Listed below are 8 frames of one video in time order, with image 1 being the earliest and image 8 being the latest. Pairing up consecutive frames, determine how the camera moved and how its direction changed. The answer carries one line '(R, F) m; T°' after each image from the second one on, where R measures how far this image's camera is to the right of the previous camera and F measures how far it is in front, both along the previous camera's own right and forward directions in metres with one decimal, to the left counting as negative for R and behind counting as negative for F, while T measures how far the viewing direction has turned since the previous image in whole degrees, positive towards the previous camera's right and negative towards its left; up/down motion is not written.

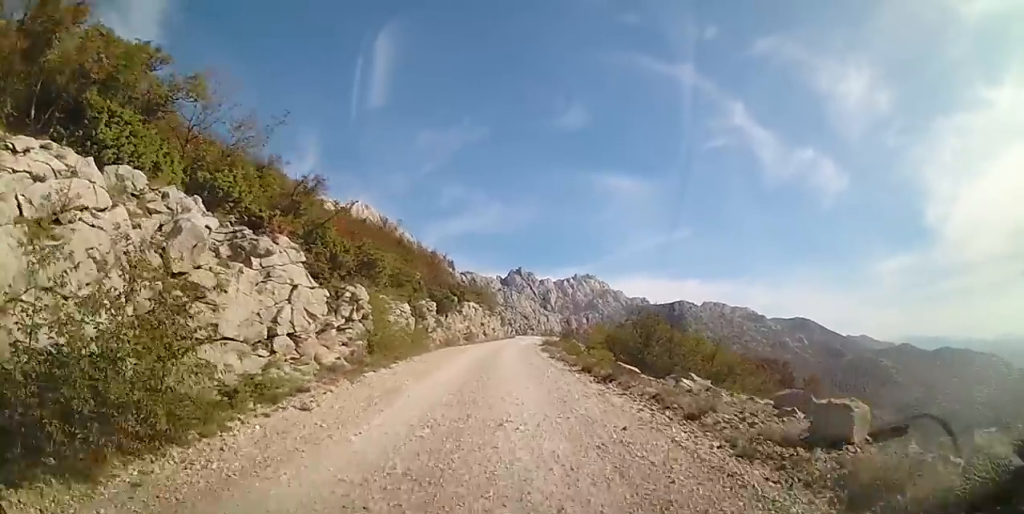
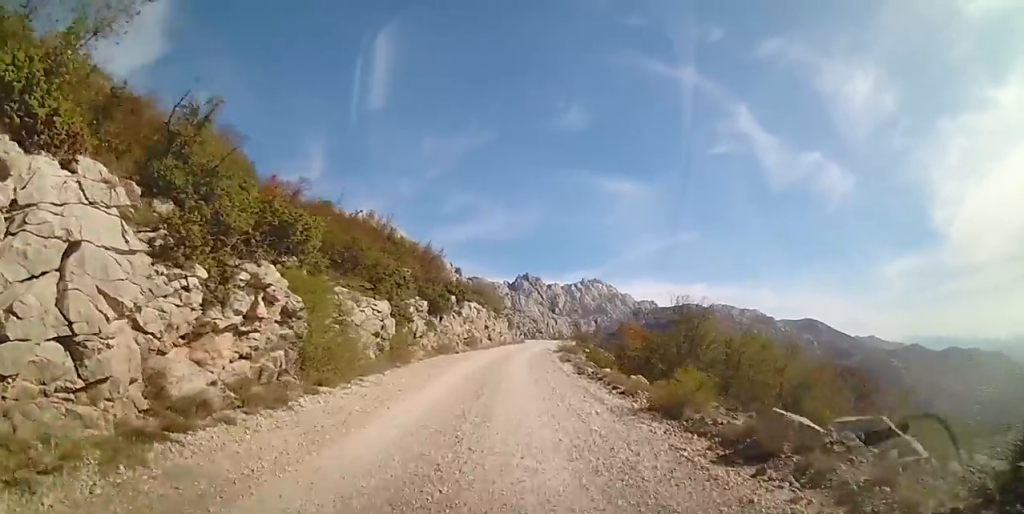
(+0.9, +7.3) m; +4°
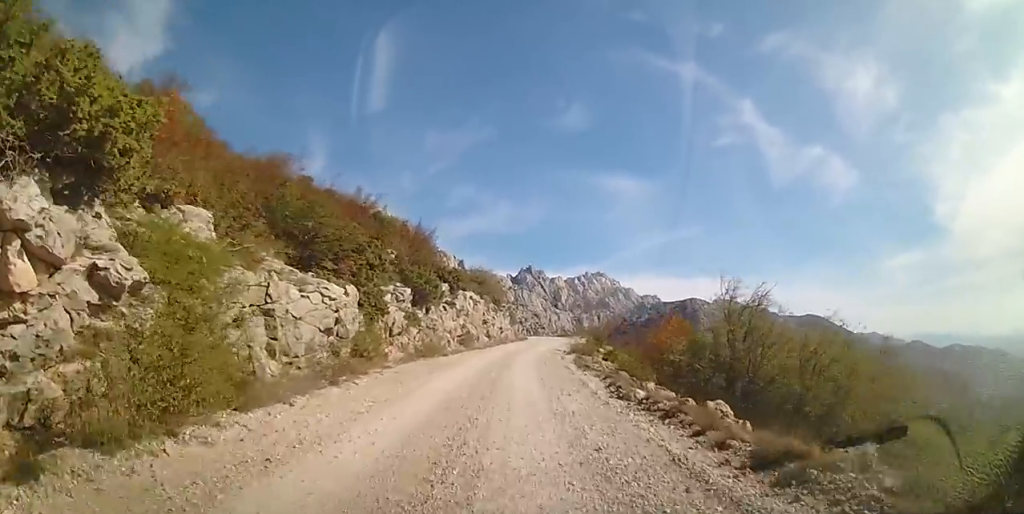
(-0.4, +6.6) m; -3°
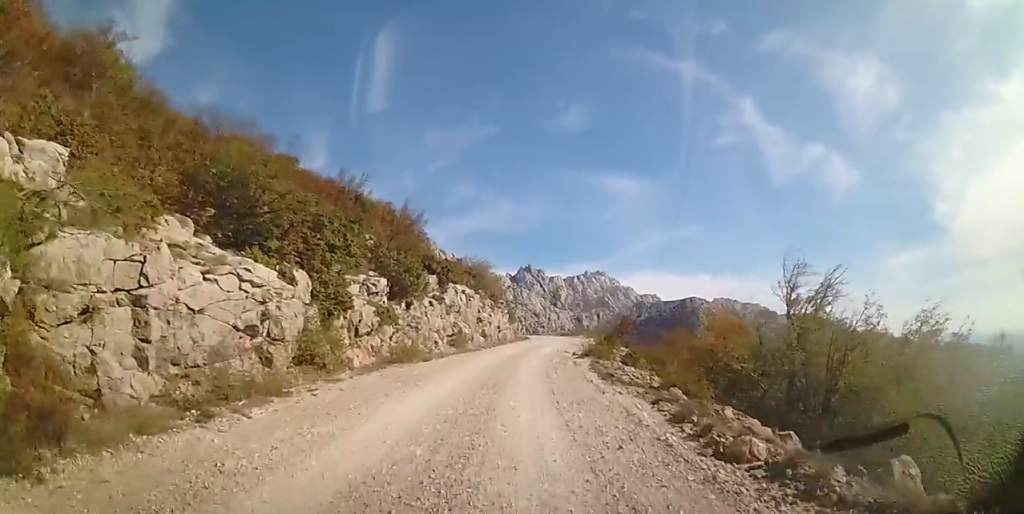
(+0.1, +5.3) m; +1°
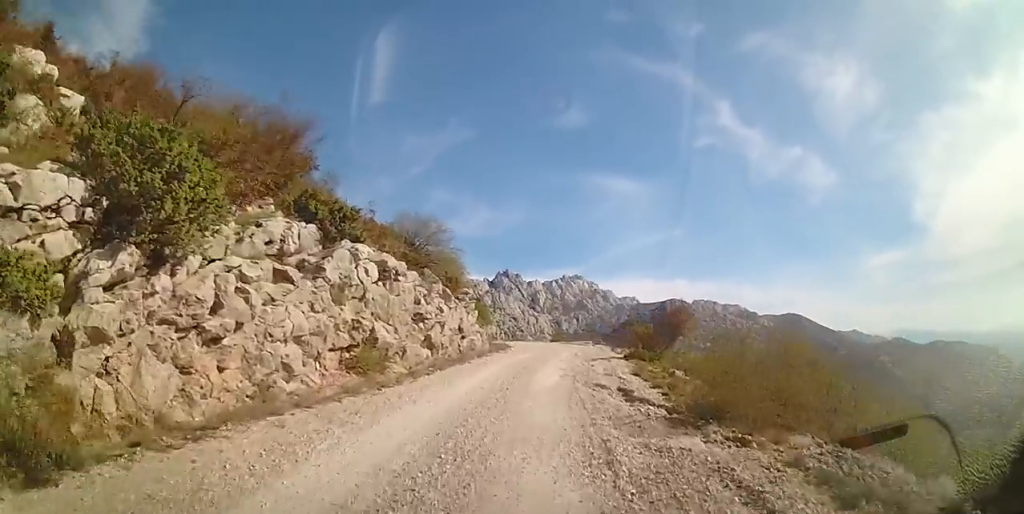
(+0.3, +16.5) m; +1°
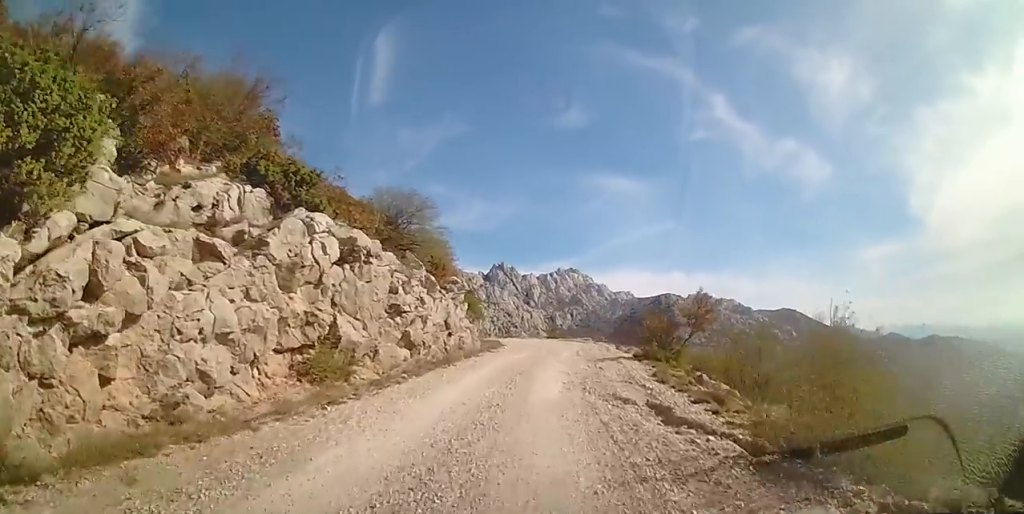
(0.0, +3.0) m; 0°
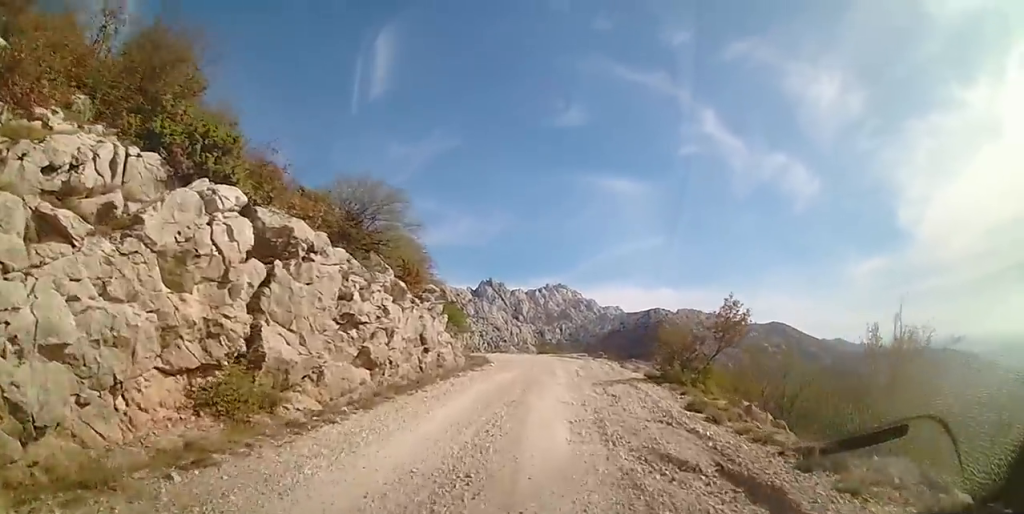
(0.0, +3.7) m; 0°
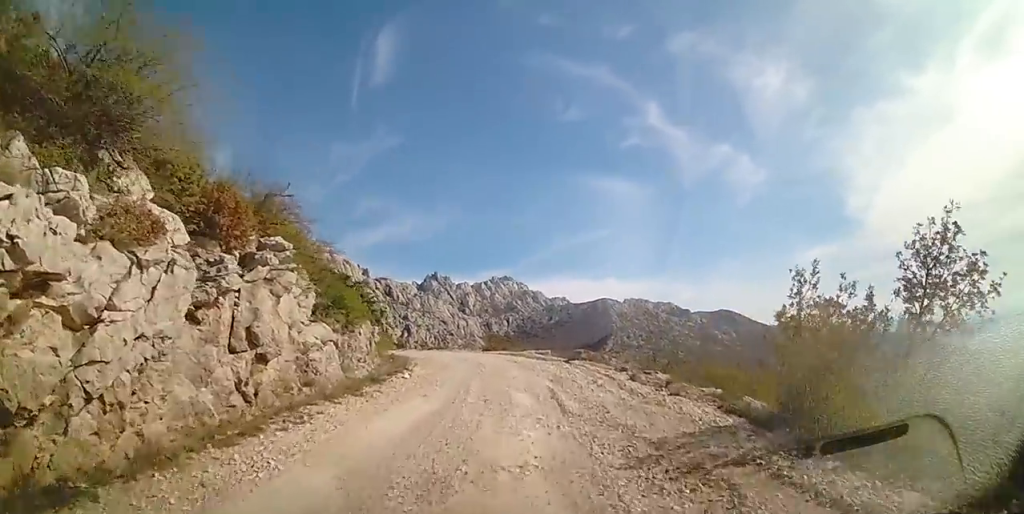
(+0.5, +10.1) m; +7°
